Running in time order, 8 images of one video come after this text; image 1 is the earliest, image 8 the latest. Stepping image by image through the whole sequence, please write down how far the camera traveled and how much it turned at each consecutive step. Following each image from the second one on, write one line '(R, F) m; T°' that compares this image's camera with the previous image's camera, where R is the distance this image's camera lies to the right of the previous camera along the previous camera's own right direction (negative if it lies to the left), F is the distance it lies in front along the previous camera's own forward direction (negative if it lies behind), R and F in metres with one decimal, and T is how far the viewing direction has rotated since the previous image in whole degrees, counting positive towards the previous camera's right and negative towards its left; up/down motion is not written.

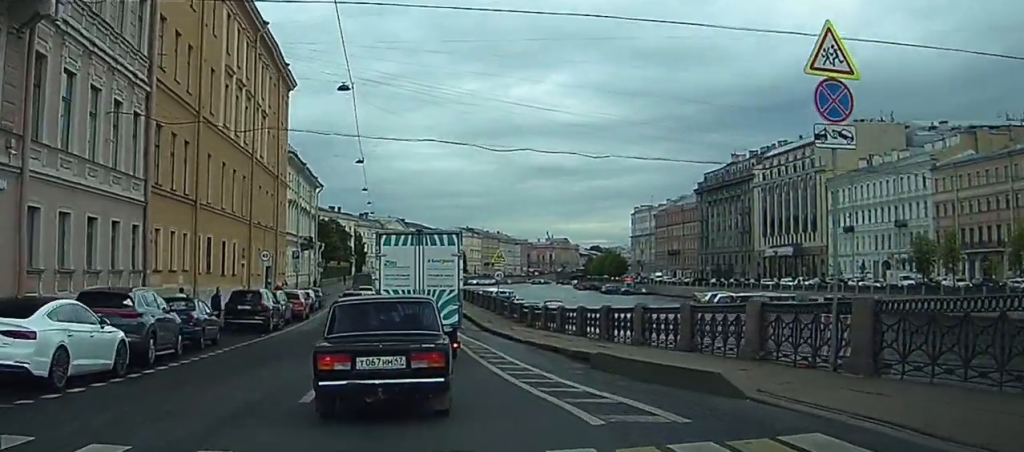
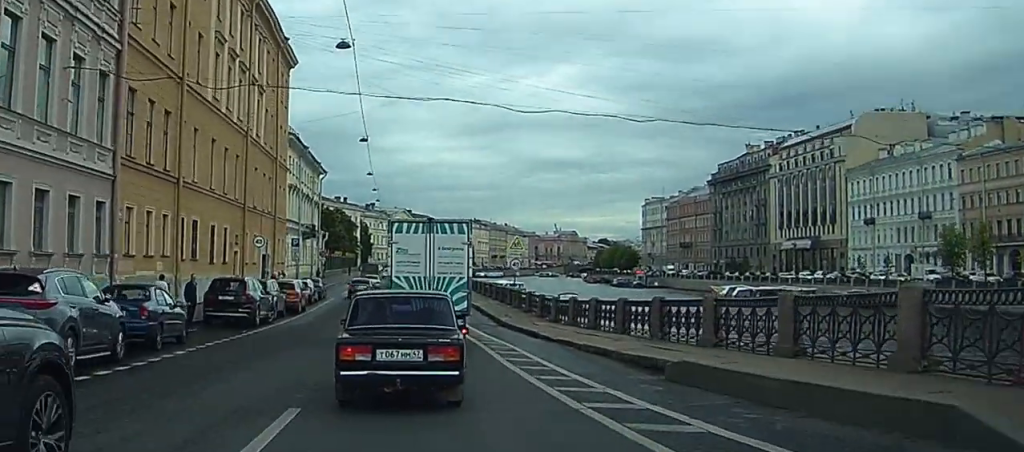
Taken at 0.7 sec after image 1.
(0.0, +4.8) m; -2°
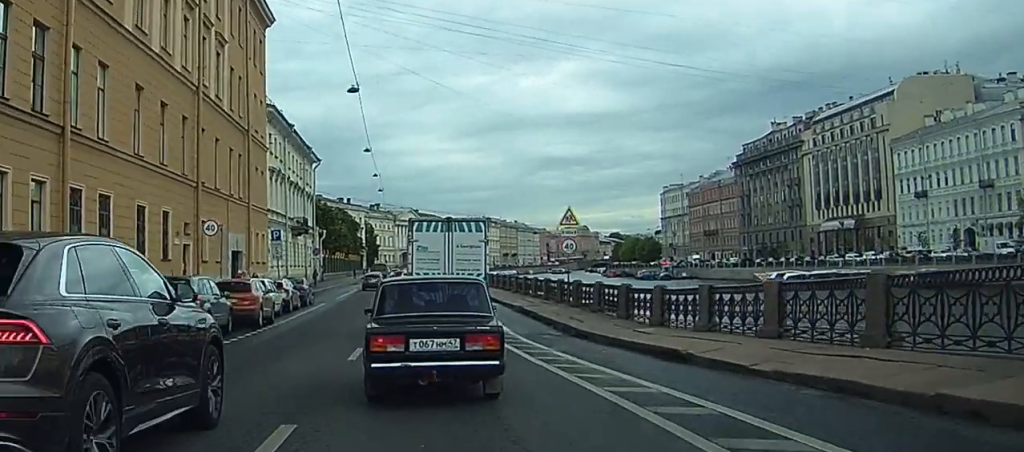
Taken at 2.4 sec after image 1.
(-0.4, +13.3) m; -3°
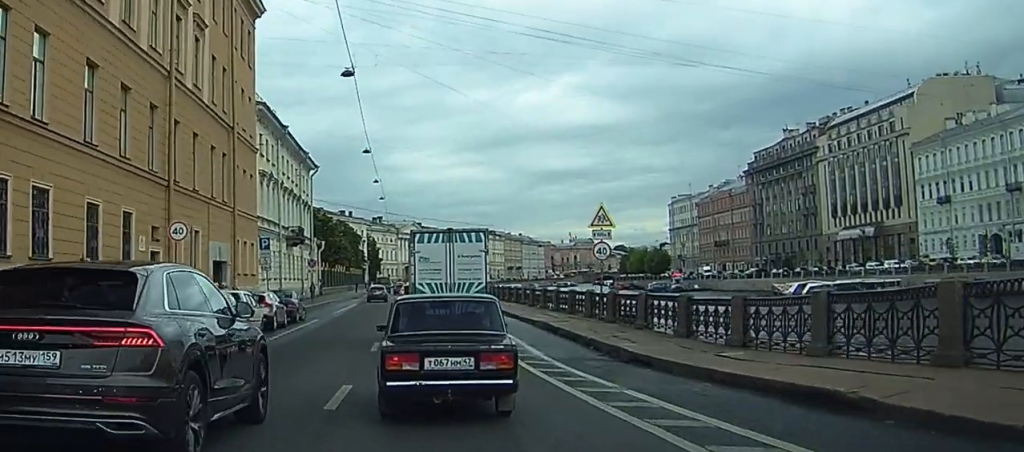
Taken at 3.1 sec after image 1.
(-0.1, +5.9) m; -1°
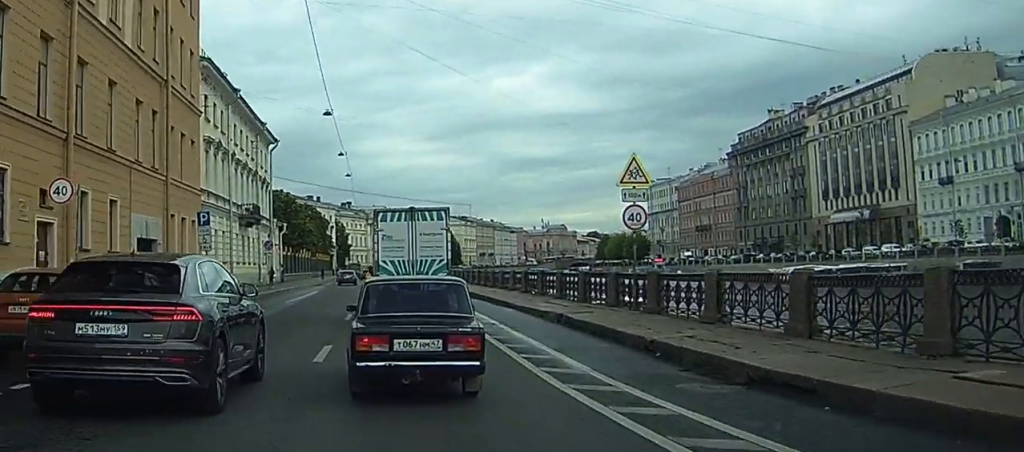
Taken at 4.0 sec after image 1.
(-0.1, +8.5) m; 0°
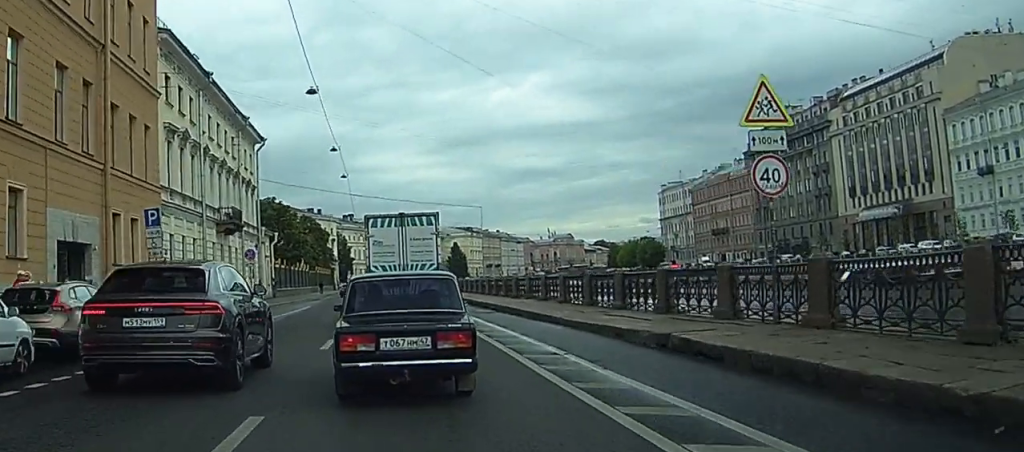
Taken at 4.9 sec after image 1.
(0.0, +9.1) m; +1°
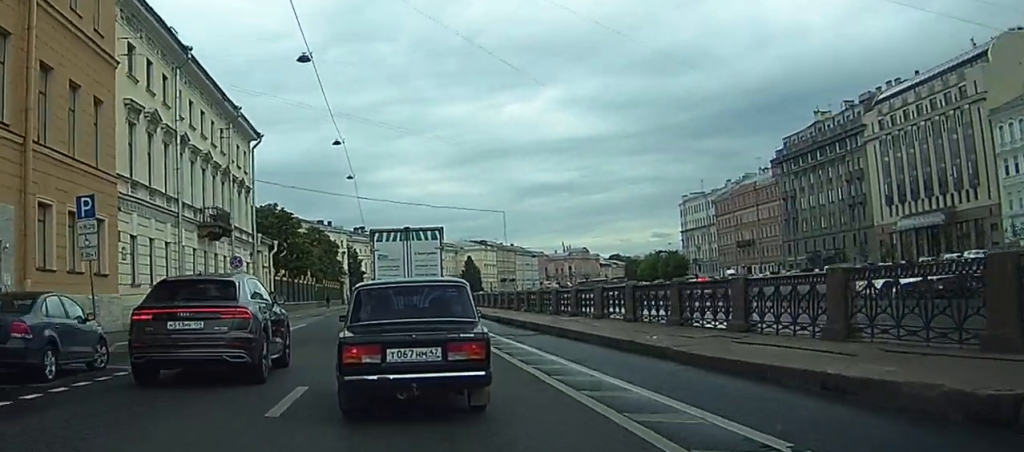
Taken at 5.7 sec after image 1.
(+0.1, +8.4) m; +1°
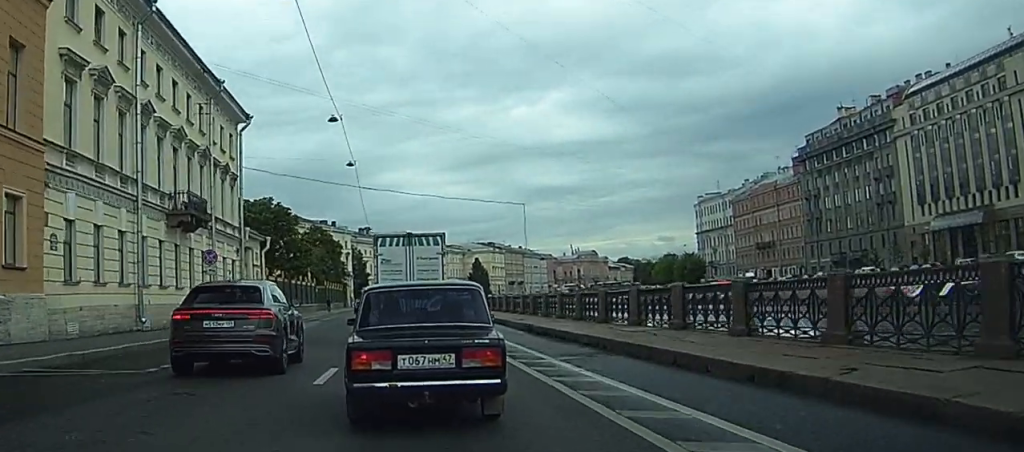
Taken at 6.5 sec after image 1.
(0.0, +8.2) m; +1°
